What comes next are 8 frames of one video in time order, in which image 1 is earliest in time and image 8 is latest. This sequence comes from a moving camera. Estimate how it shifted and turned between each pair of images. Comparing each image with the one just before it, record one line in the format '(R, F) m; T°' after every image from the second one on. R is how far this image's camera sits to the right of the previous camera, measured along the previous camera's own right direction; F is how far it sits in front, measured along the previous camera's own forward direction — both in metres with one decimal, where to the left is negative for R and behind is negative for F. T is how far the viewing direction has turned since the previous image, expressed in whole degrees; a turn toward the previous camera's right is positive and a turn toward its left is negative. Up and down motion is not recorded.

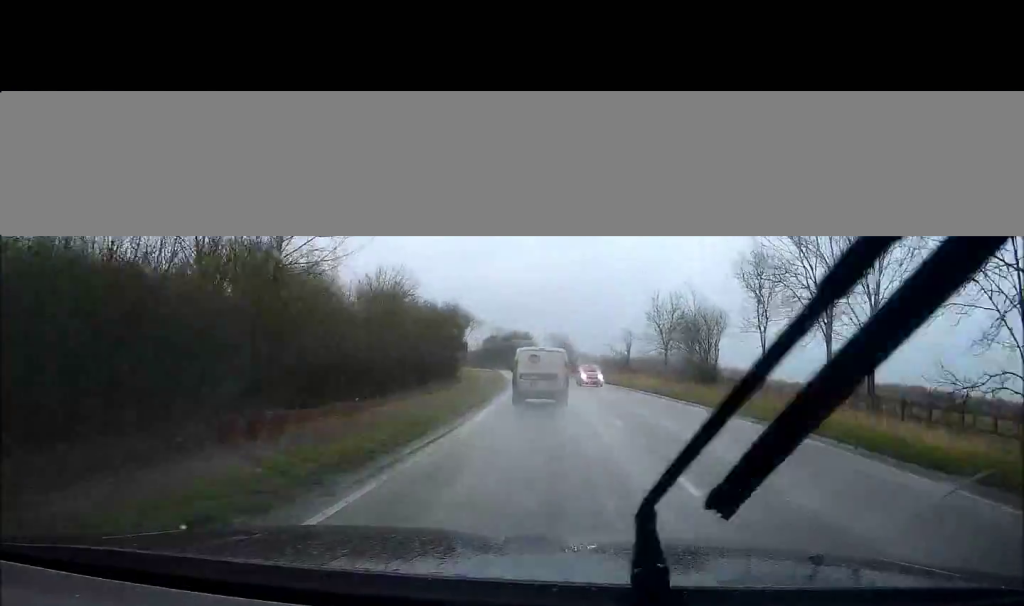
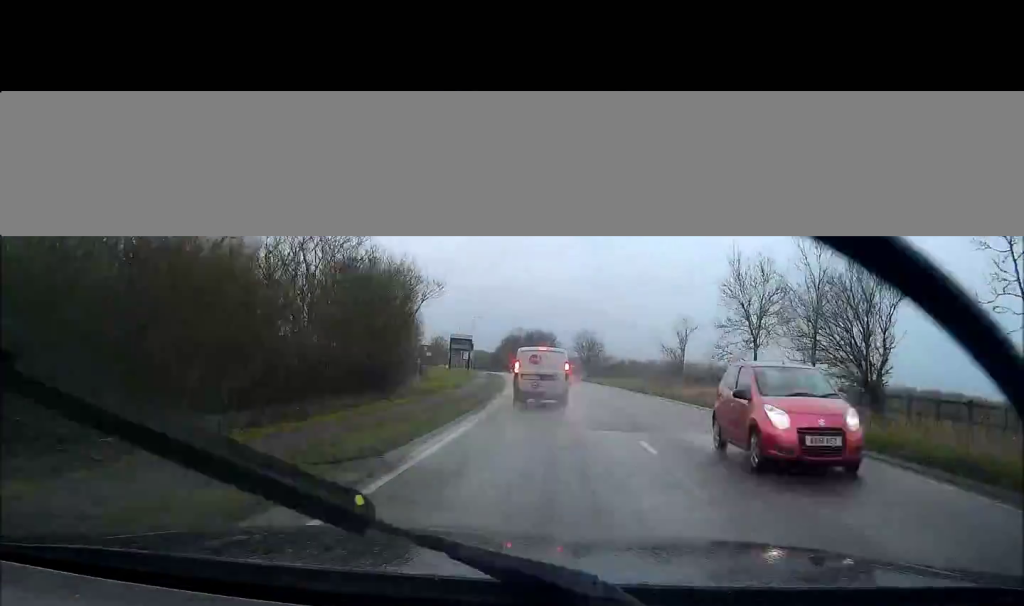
(-0.5, +23.3) m; -2°
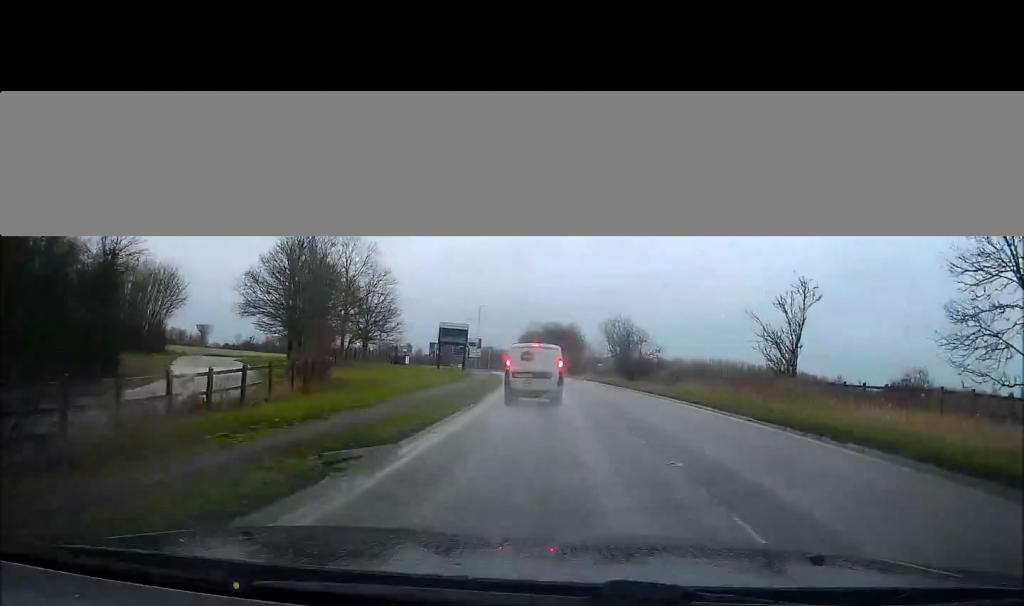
(-0.2, +23.4) m; -2°
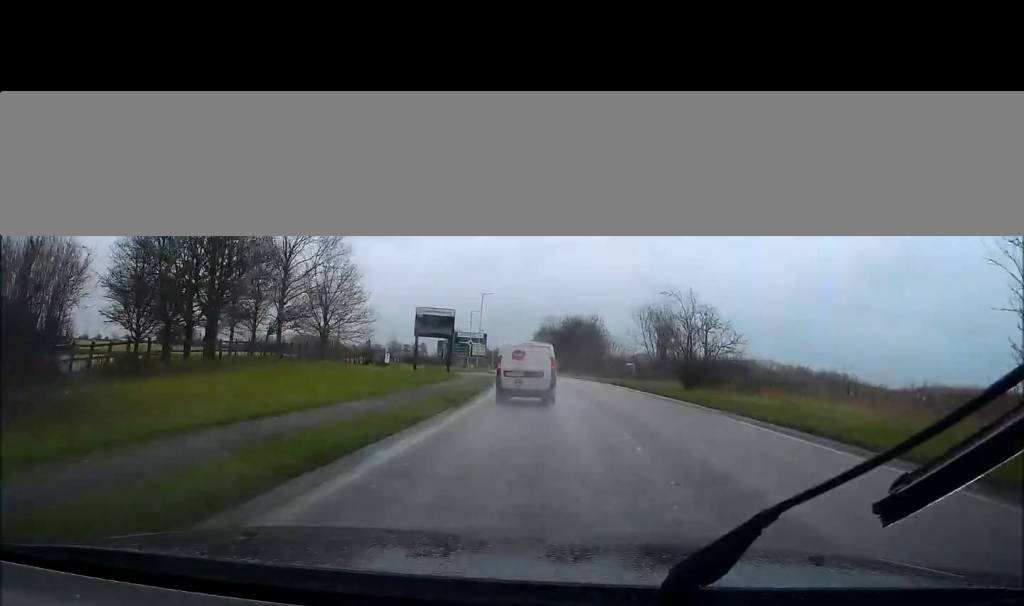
(-0.5, +18.7) m; -1°
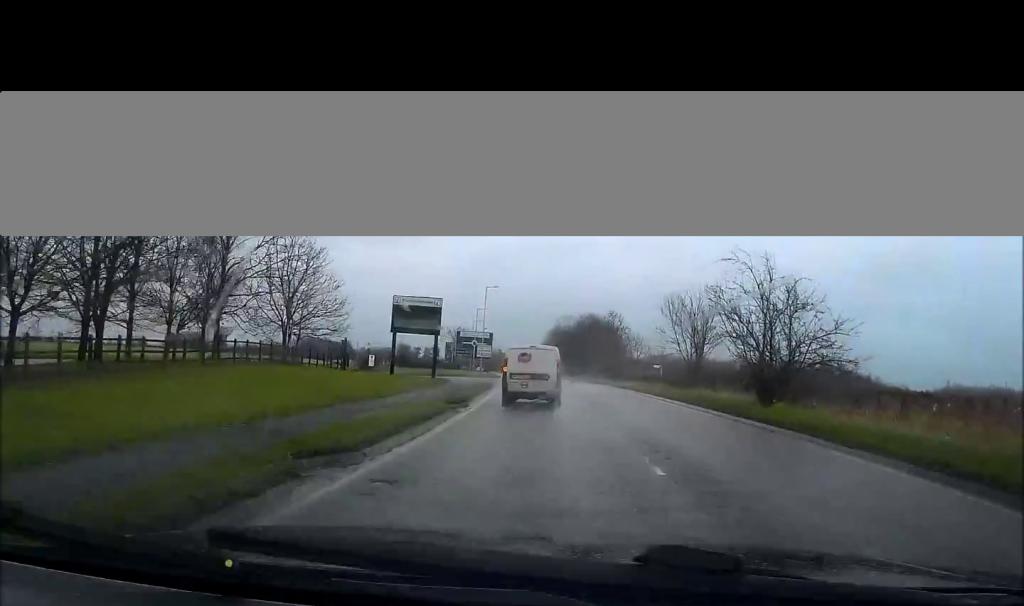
(-0.1, +11.2) m; -1°
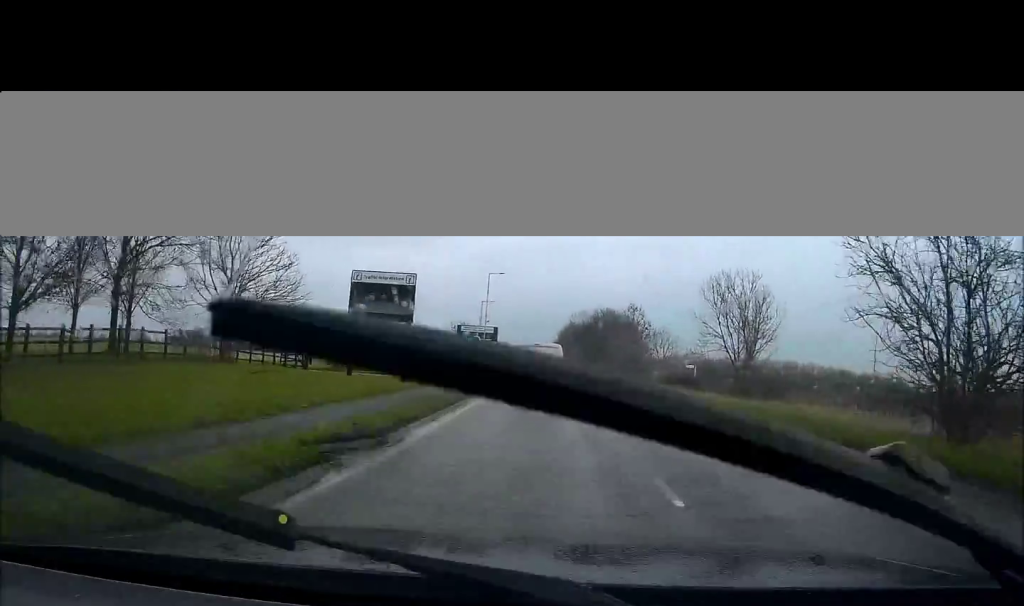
(0.0, +10.9) m; -1°
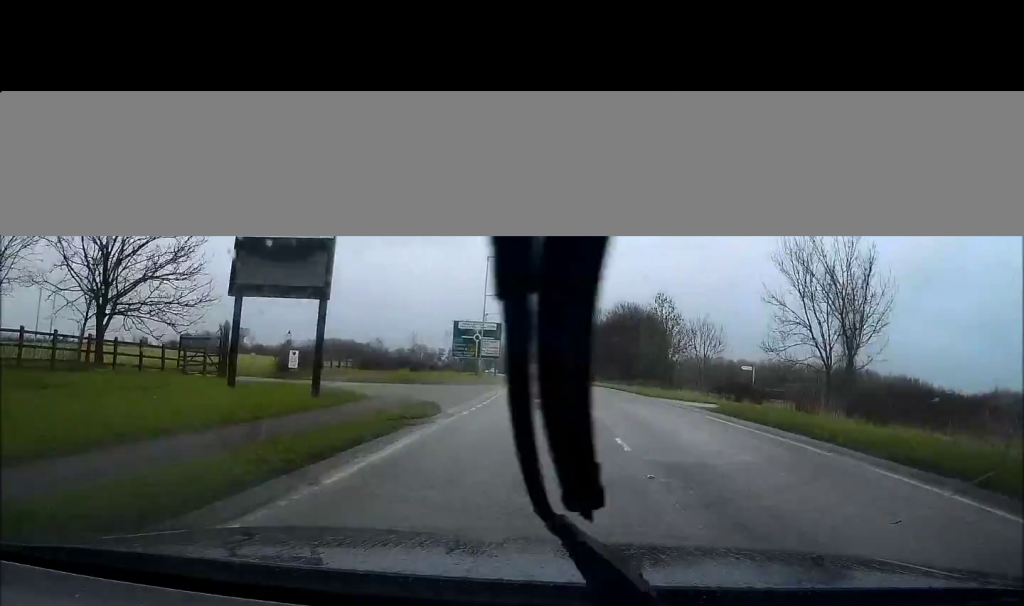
(0.0, +13.1) m; -1°
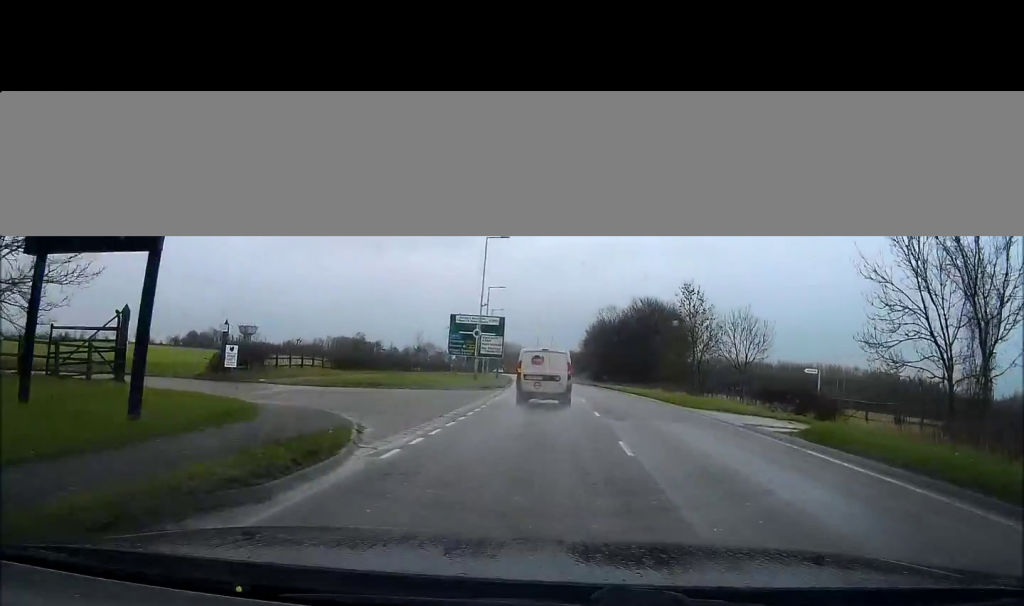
(-0.2, +9.1) m; -1°
